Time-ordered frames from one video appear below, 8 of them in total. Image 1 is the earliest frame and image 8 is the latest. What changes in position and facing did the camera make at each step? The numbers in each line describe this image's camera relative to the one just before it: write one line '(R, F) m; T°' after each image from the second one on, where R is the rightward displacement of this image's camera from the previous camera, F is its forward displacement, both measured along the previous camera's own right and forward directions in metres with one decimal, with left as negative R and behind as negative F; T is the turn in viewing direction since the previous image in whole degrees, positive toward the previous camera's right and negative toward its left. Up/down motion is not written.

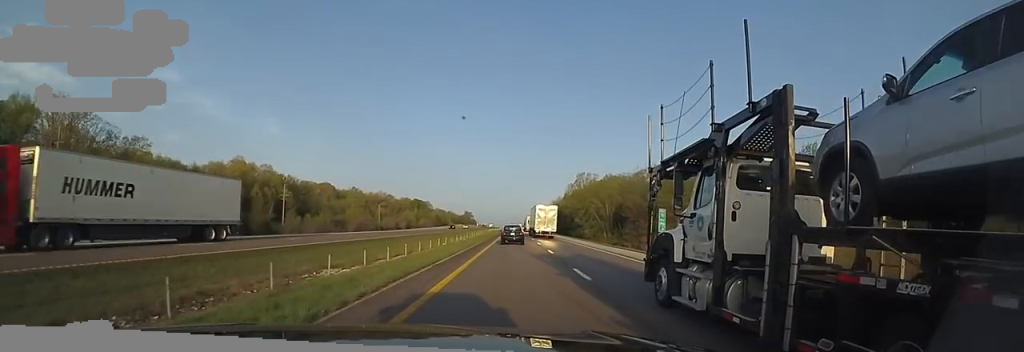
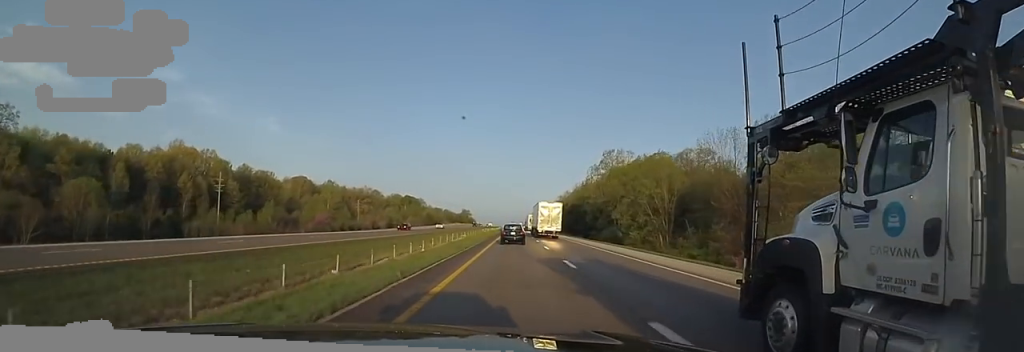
(+0.5, +34.1) m; +2°
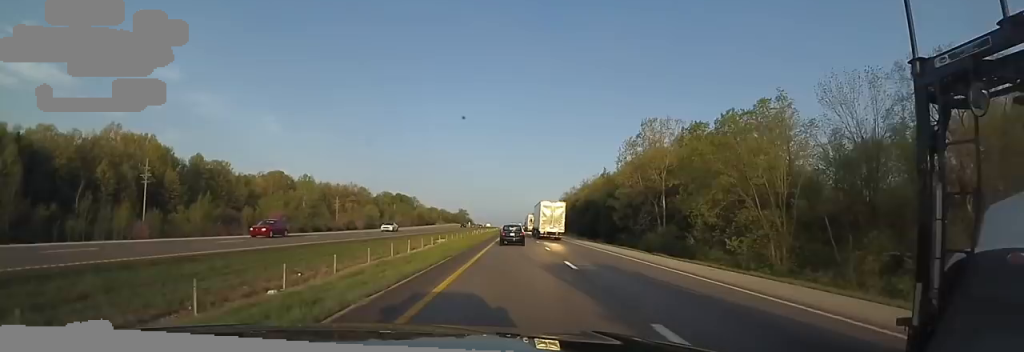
(+0.6, +24.5) m; -1°
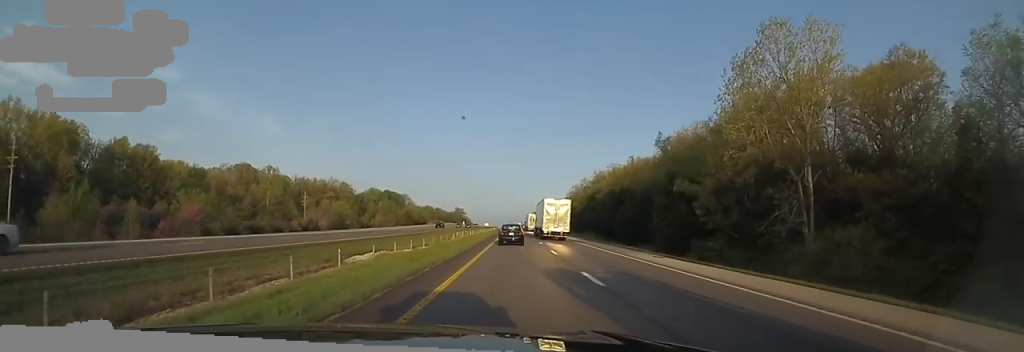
(-0.7, +28.5) m; 0°
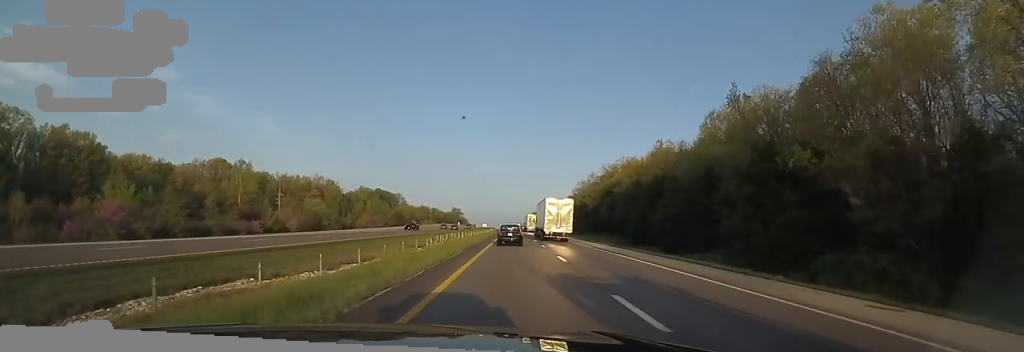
(-0.8, +16.9) m; 0°
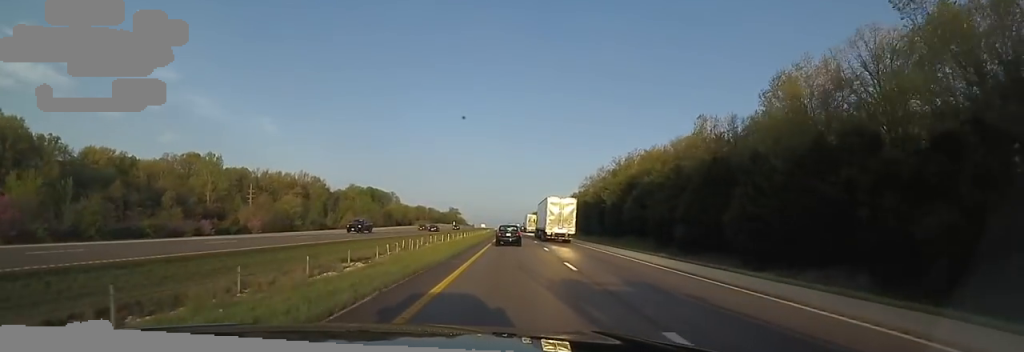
(+0.9, +15.9) m; +1°
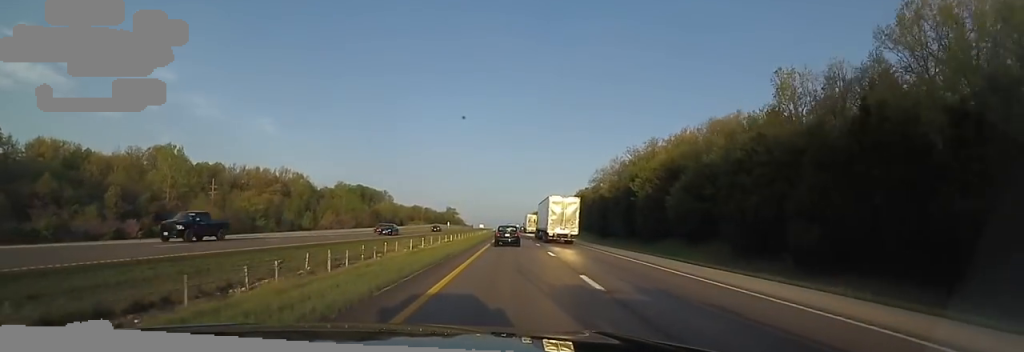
(+0.8, +17.1) m; +1°
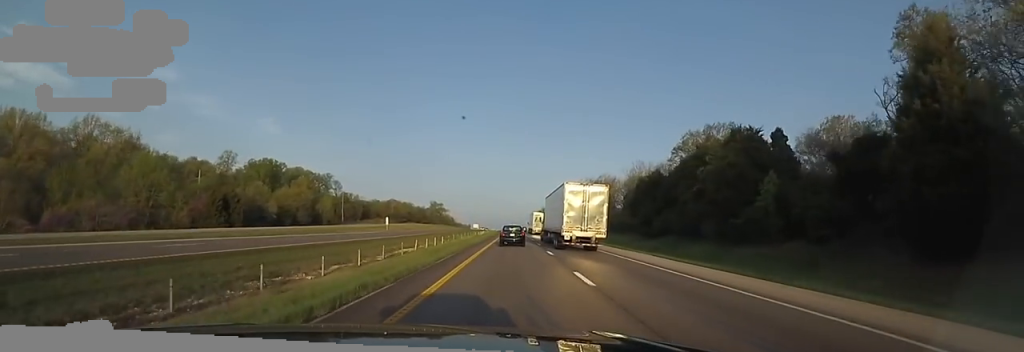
(-2.7, +97.7) m; 0°
